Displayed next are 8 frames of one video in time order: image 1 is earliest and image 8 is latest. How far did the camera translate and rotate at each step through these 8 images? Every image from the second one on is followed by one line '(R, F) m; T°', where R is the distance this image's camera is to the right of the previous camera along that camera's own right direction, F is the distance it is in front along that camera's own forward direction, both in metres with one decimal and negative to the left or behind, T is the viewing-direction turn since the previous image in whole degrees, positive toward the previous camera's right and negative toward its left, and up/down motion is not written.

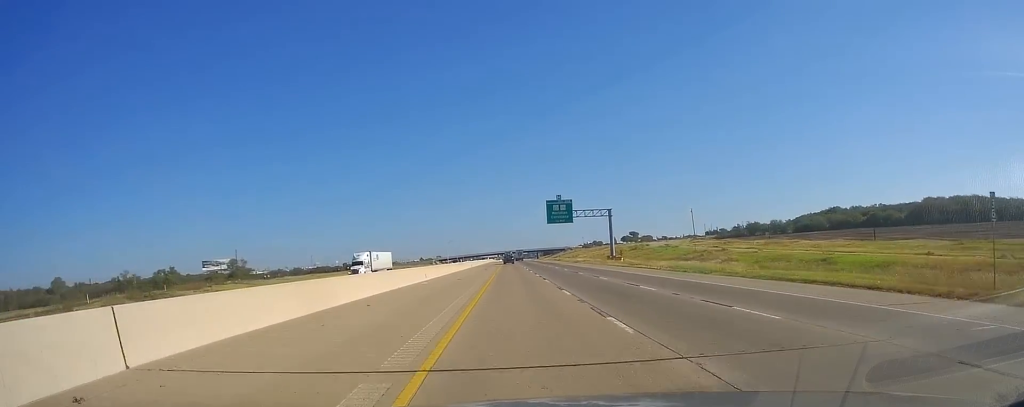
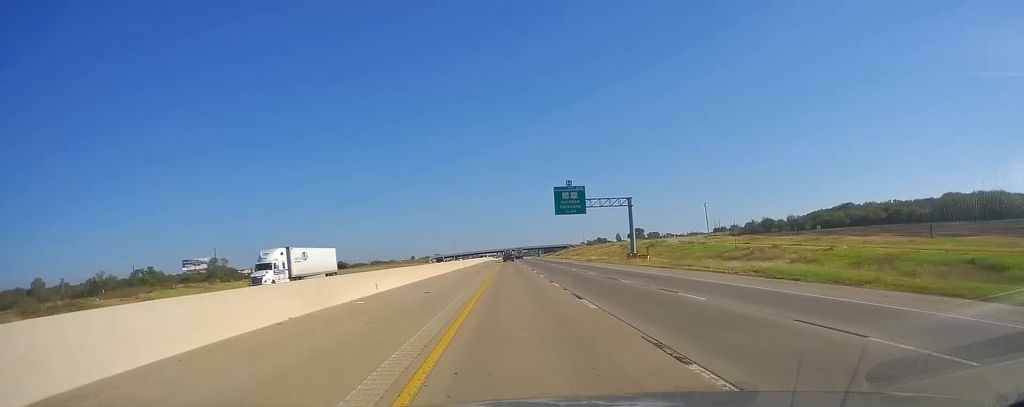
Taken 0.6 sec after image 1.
(+0.2, +18.7) m; +1°
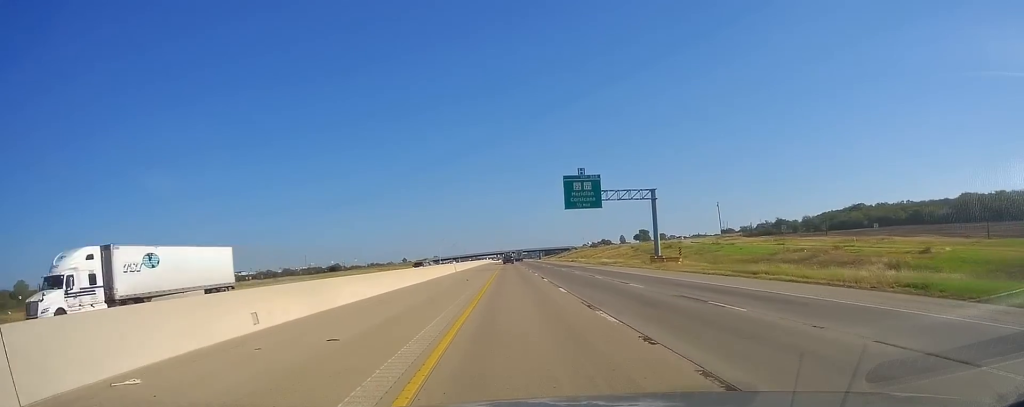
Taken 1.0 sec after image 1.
(+0.2, +15.3) m; 0°
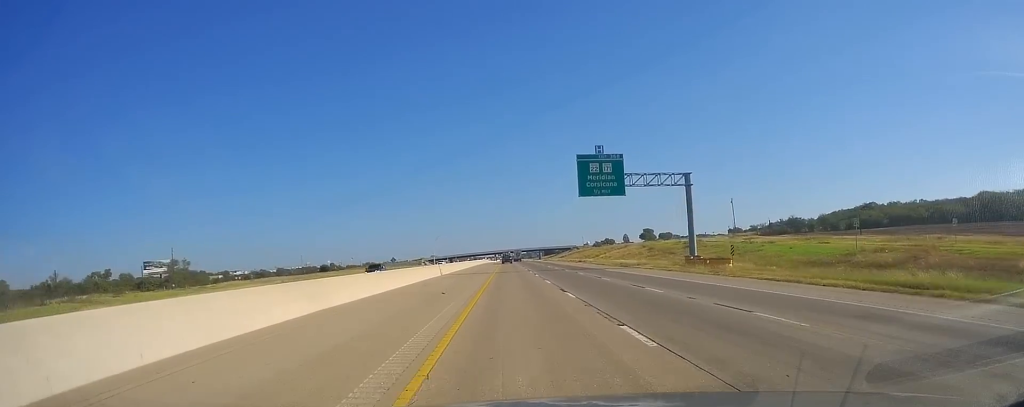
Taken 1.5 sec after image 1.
(+0.1, +15.9) m; 0°
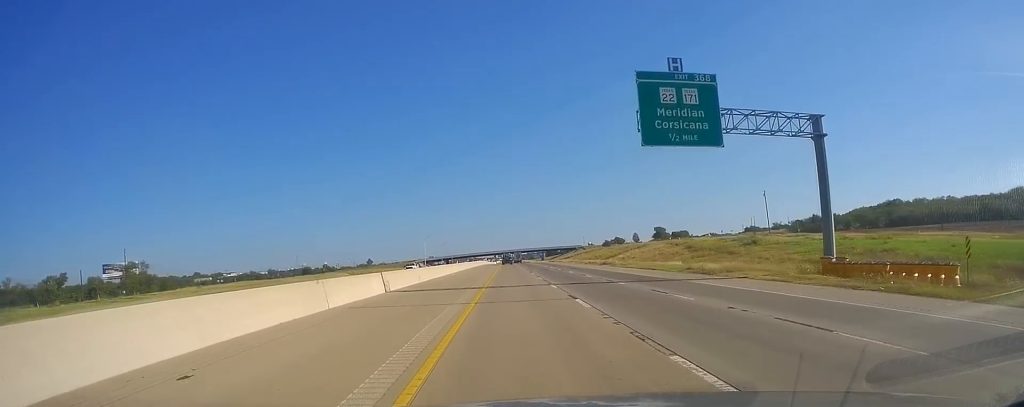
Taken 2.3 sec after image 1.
(-0.3, +28.4) m; -1°
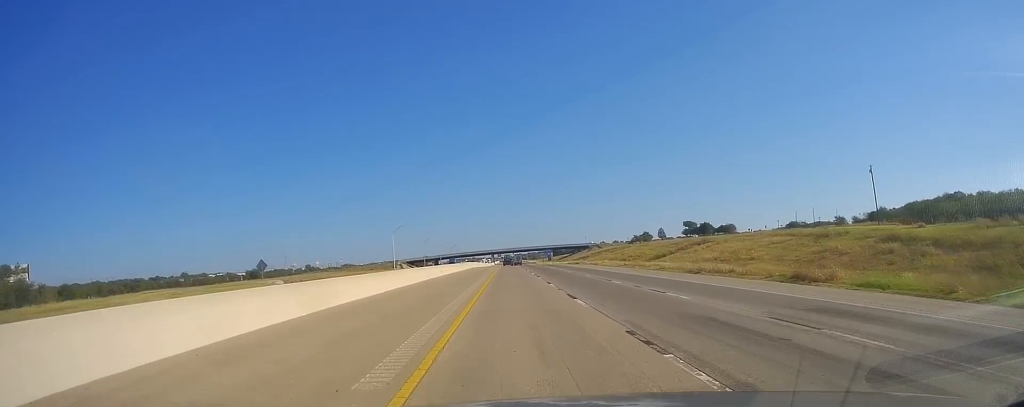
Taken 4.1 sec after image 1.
(-0.5, +60.4) m; -1°
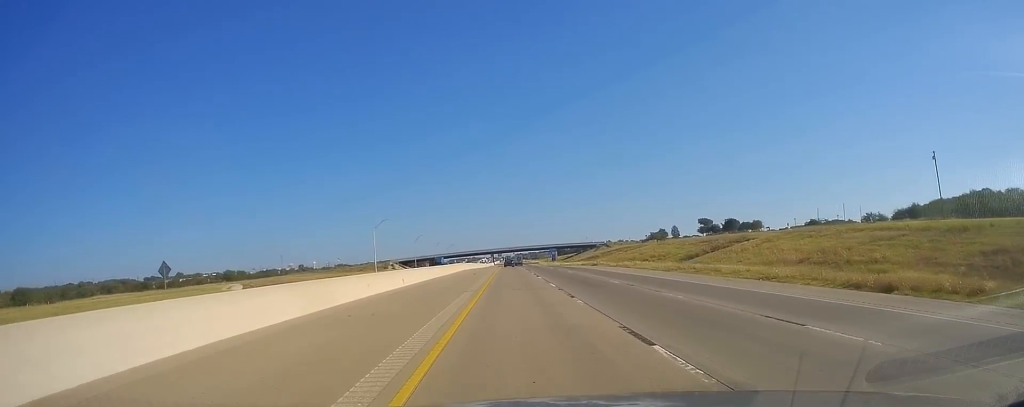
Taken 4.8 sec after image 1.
(-0.2, +23.4) m; +1°
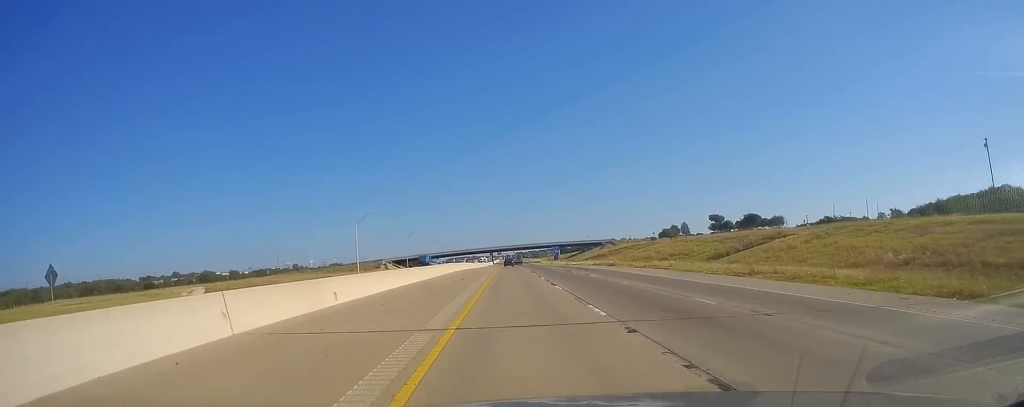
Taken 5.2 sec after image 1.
(-0.4, +16.0) m; +1°
